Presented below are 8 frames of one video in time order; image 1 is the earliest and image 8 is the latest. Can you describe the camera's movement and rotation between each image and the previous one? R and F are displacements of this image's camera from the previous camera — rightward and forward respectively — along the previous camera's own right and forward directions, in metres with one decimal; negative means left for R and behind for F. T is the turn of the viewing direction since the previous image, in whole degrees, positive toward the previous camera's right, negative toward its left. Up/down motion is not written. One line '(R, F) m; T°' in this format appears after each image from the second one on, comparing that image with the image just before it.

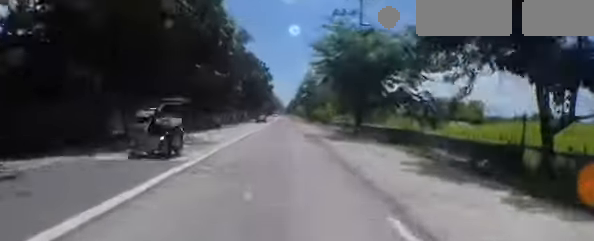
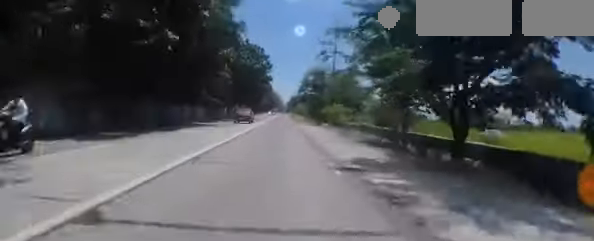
(+0.2, +12.2) m; 0°
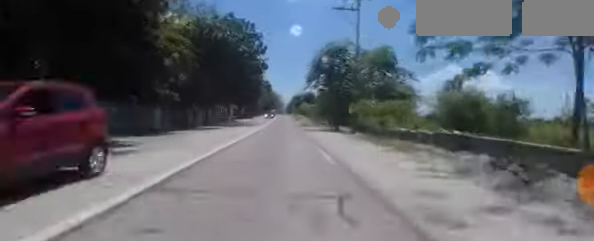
(0.0, +16.0) m; 0°
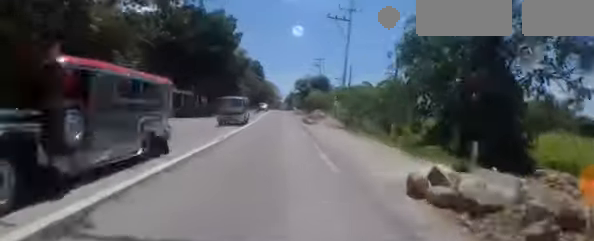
(+0.6, +38.7) m; +1°
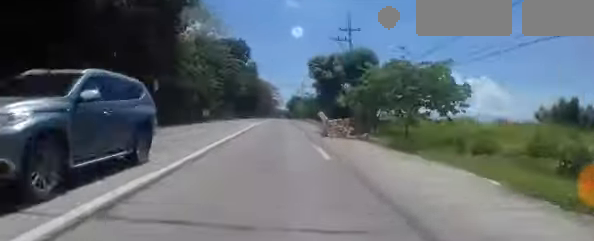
(-0.9, +34.9) m; -2°
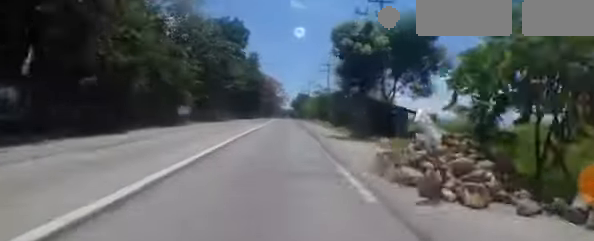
(0.0, +11.6) m; 0°
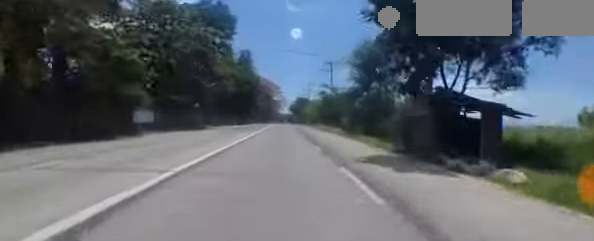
(-0.1, +9.4) m; 0°
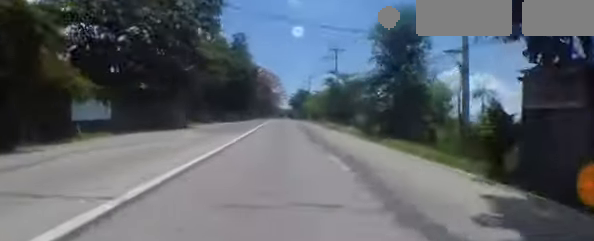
(0.0, +6.4) m; 0°
